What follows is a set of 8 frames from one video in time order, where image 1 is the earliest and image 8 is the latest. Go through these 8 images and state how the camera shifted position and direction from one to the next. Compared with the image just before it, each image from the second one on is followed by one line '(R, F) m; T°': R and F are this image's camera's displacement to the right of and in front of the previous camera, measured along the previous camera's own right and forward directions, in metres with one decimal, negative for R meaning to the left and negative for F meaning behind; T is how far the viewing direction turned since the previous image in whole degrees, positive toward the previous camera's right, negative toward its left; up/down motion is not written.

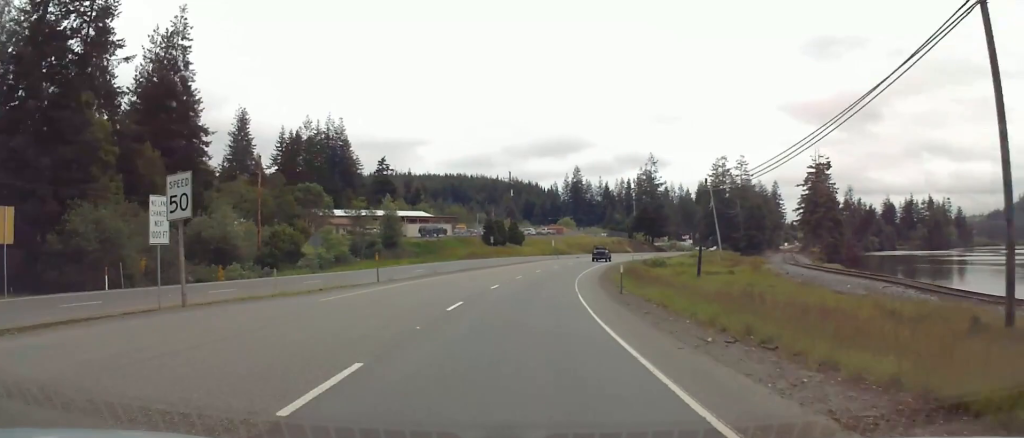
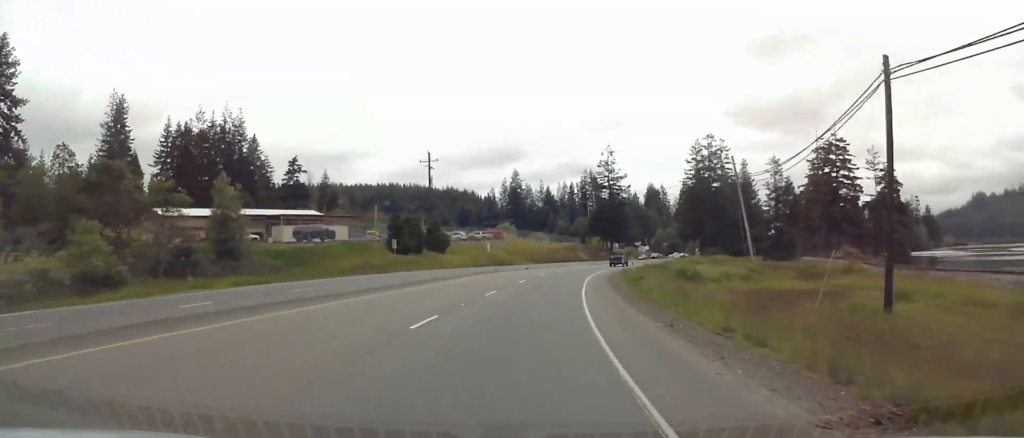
(+0.8, +40.2) m; +1°
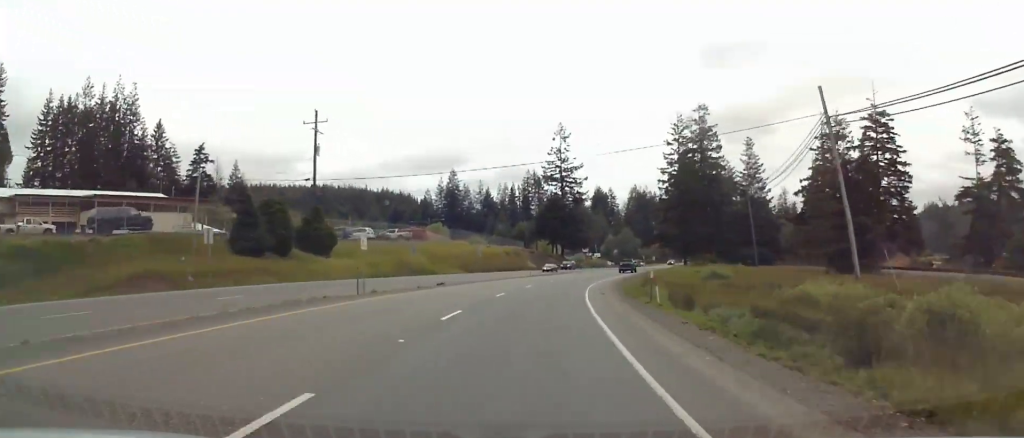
(0.0, +33.9) m; +2°
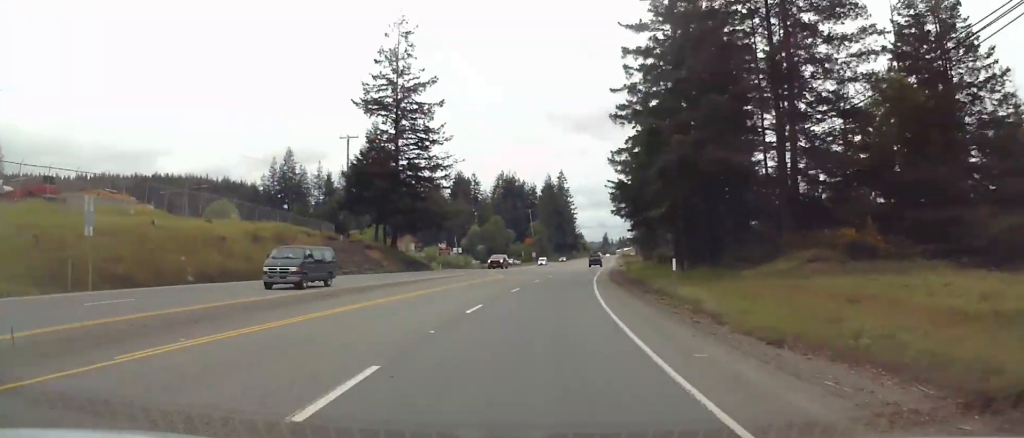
(+7.4, +70.2) m; +15°
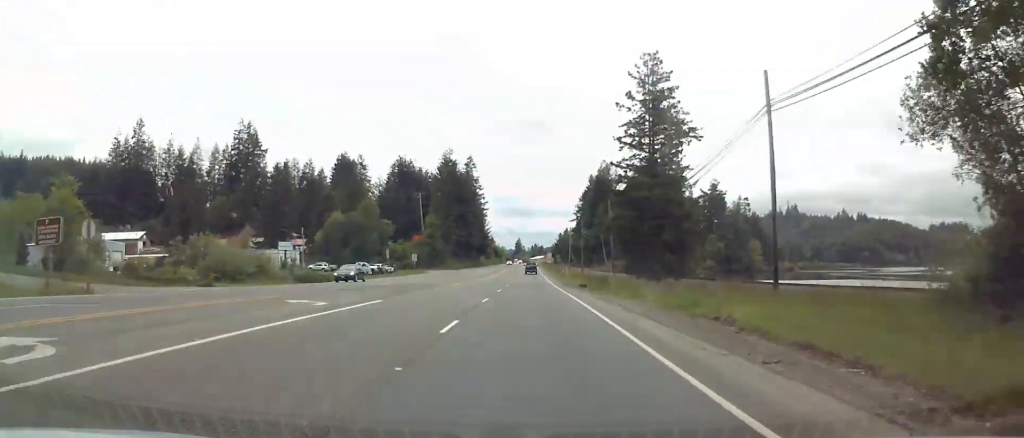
(+7.6, +76.0) m; +8°
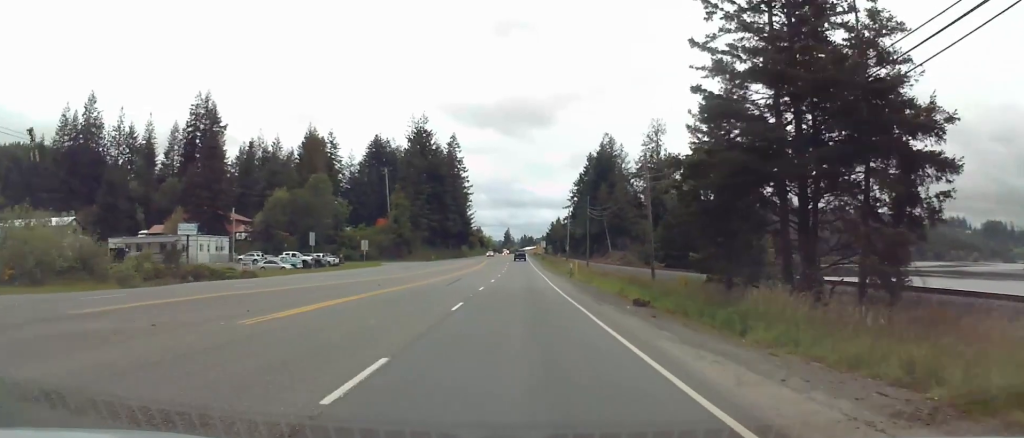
(+0.4, +31.3) m; +1°
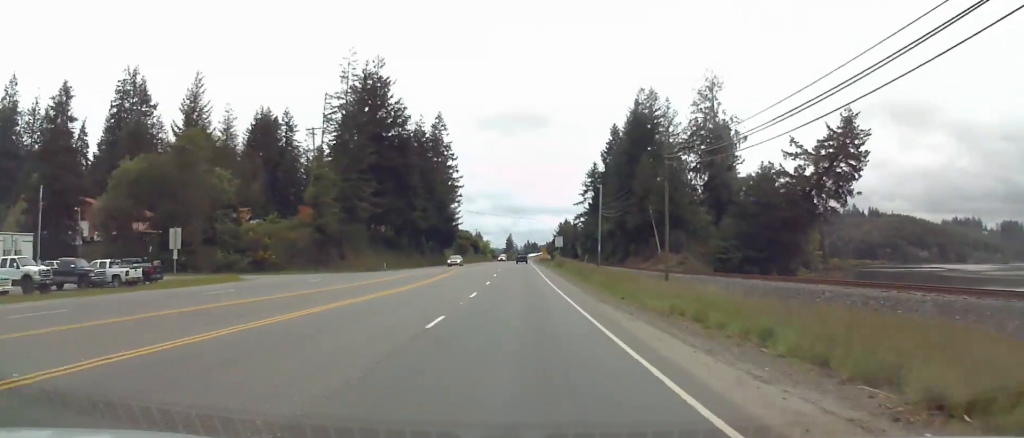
(0.0, +53.1) m; 0°
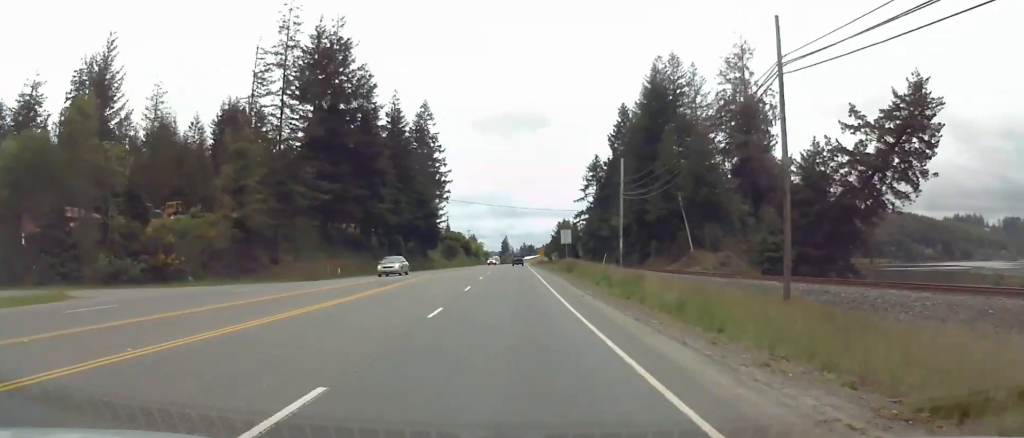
(-0.3, +21.8) m; 0°
